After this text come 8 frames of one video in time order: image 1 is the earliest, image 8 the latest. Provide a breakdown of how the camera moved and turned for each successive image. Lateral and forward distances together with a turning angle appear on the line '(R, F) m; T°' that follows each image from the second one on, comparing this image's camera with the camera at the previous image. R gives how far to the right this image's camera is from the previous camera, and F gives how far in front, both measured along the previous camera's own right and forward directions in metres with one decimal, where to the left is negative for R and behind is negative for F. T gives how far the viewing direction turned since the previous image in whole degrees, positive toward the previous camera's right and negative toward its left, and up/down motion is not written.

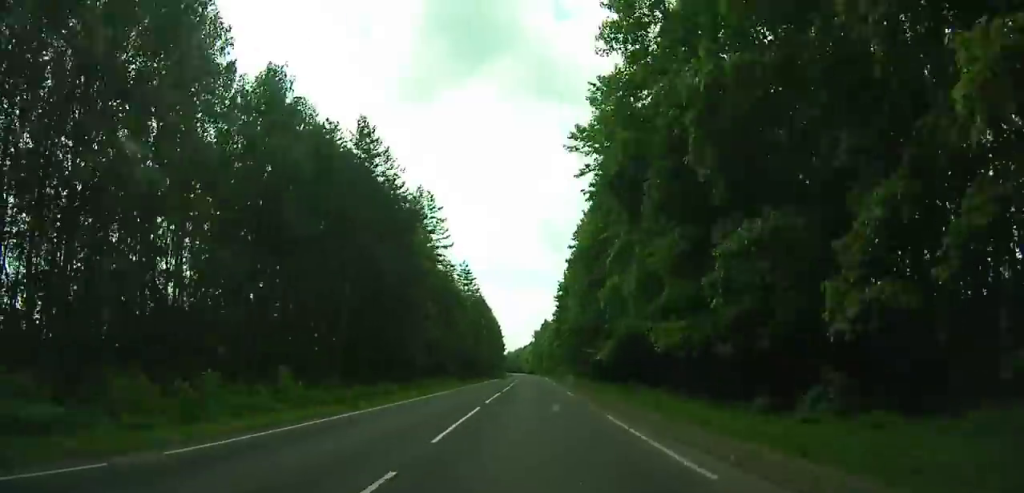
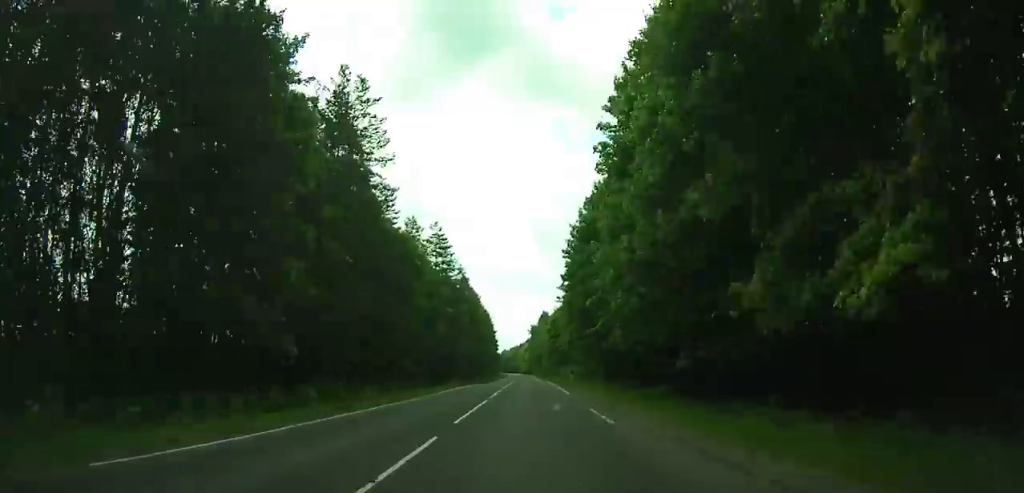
(+0.1, +33.1) m; 0°
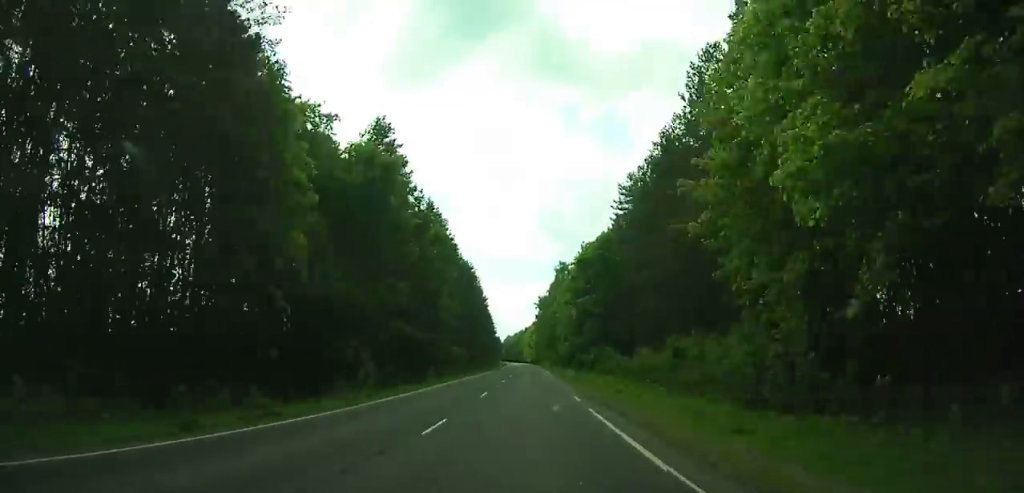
(+0.1, +75.9) m; 0°
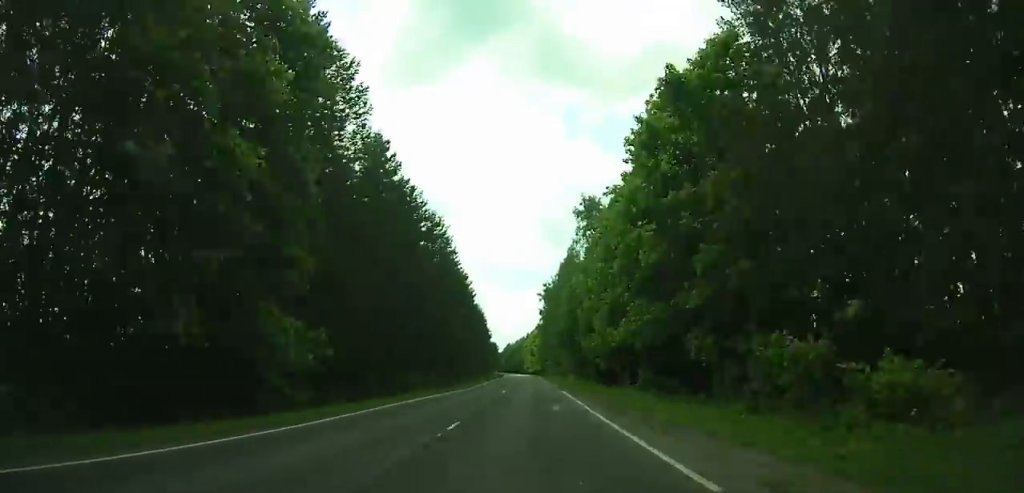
(0.0, +50.5) m; 0°
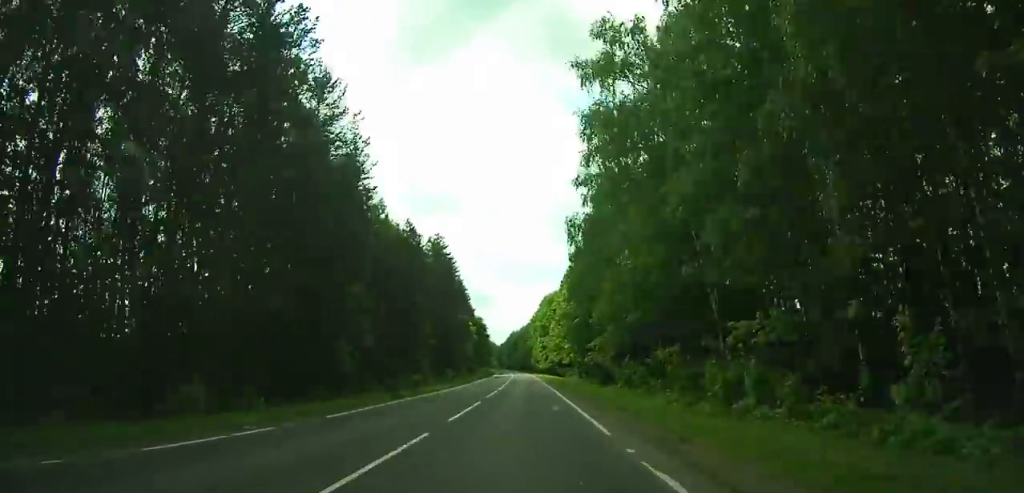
(-1.1, +114.0) m; -1°
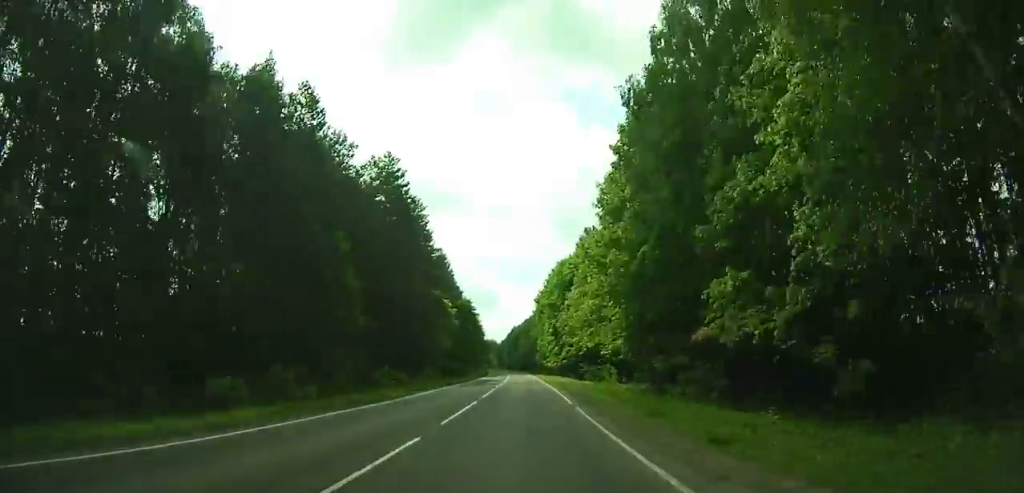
(+0.1, +39.7) m; 0°
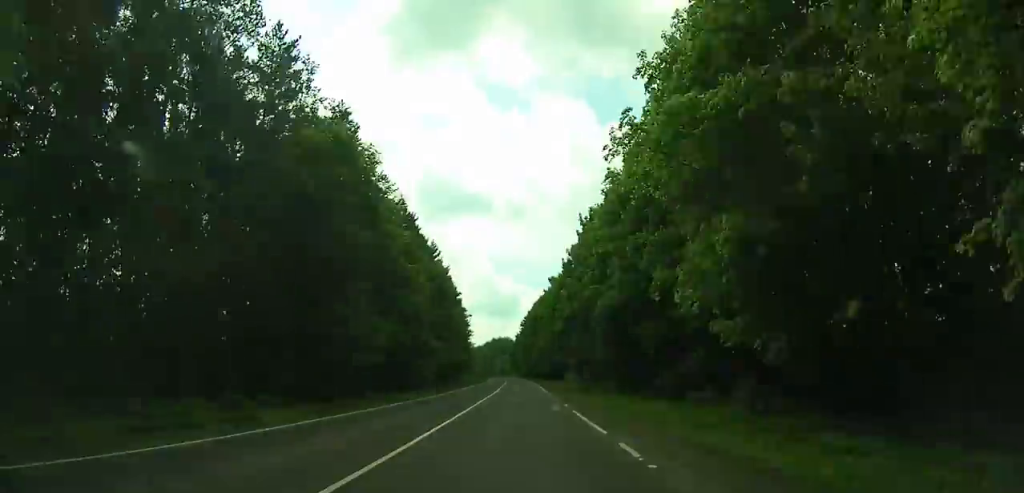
(-2.2, +109.0) m; -2°
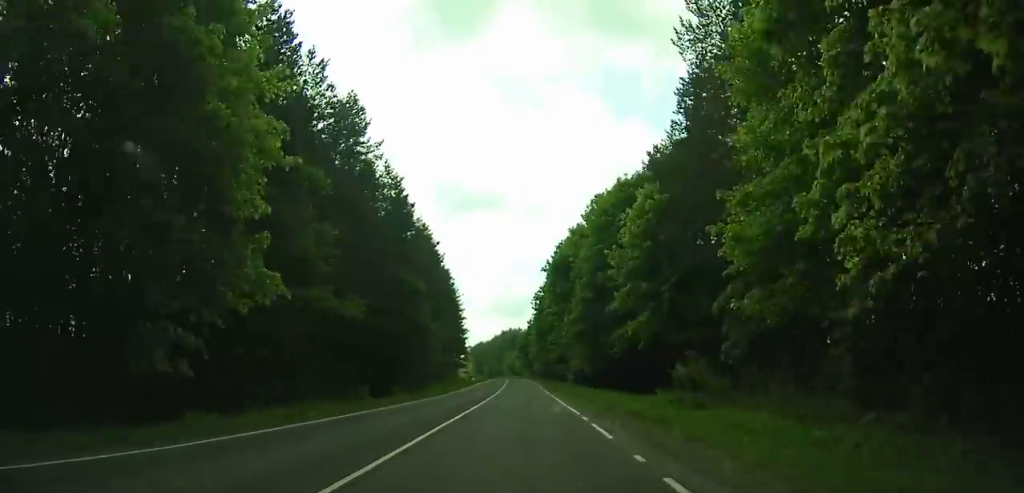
(-0.7, +56.1) m; -1°
